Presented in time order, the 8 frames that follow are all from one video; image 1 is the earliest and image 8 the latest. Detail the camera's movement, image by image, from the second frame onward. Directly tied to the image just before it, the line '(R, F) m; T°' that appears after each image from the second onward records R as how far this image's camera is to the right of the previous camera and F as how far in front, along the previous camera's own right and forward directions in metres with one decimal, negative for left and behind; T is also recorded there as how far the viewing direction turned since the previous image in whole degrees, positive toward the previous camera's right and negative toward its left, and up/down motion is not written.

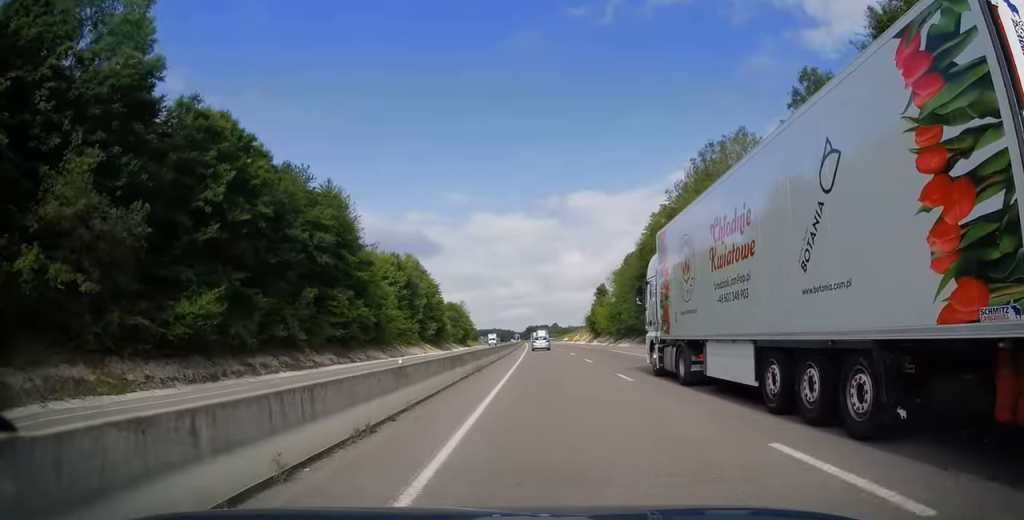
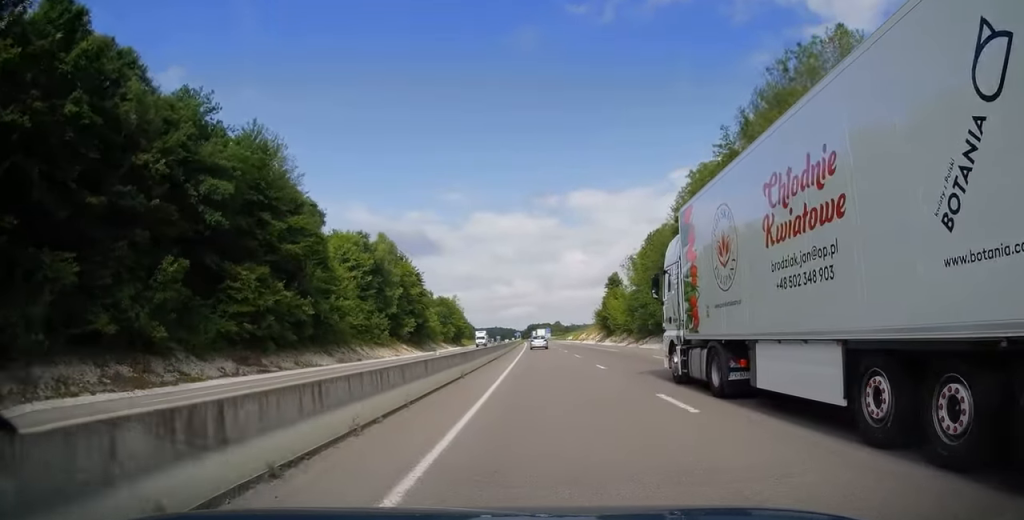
(0.0, +20.2) m; 0°
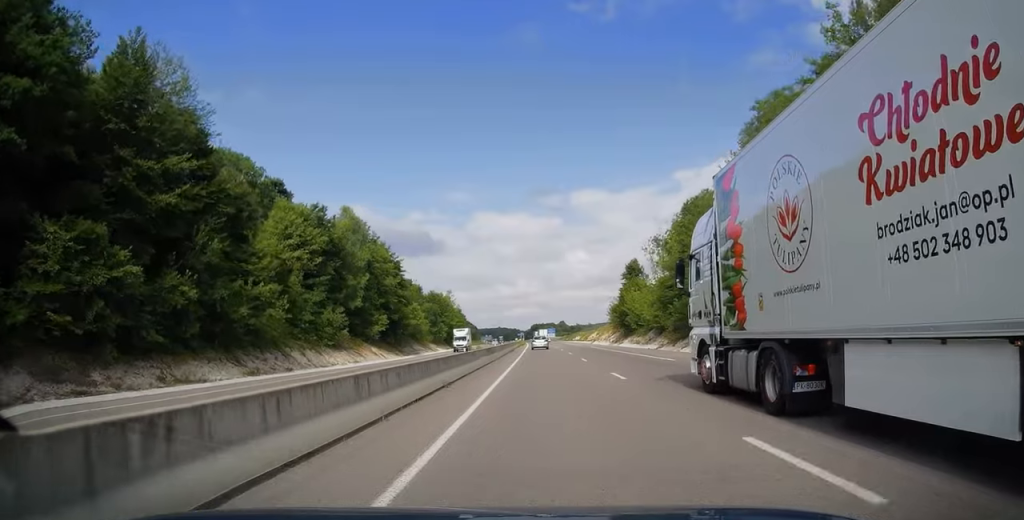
(-0.3, +18.7) m; 0°
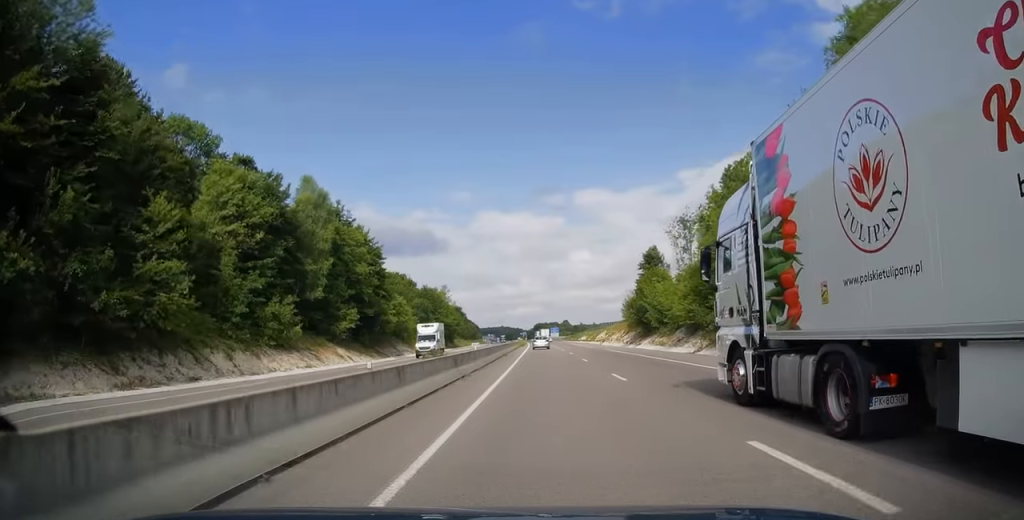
(0.0, +13.3) m; 0°
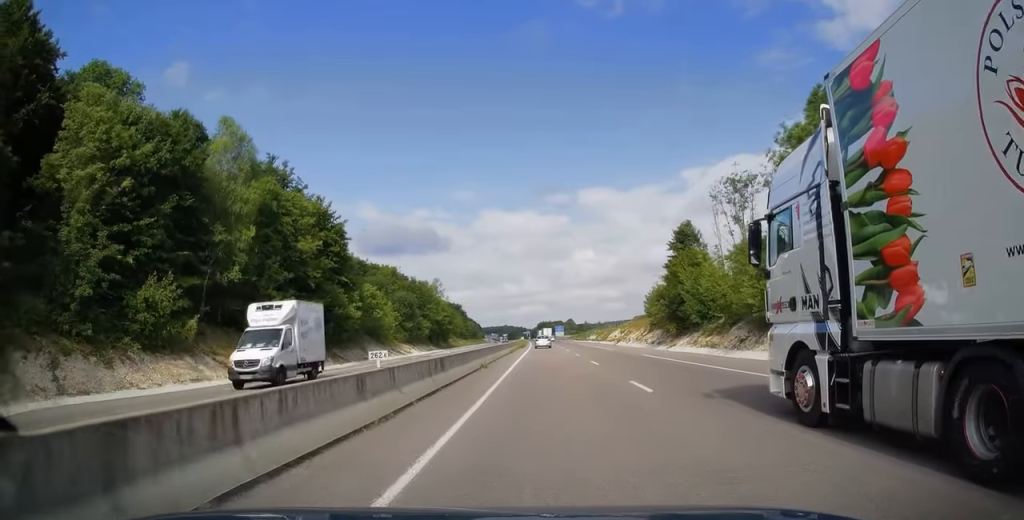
(+0.3, +16.7) m; 0°
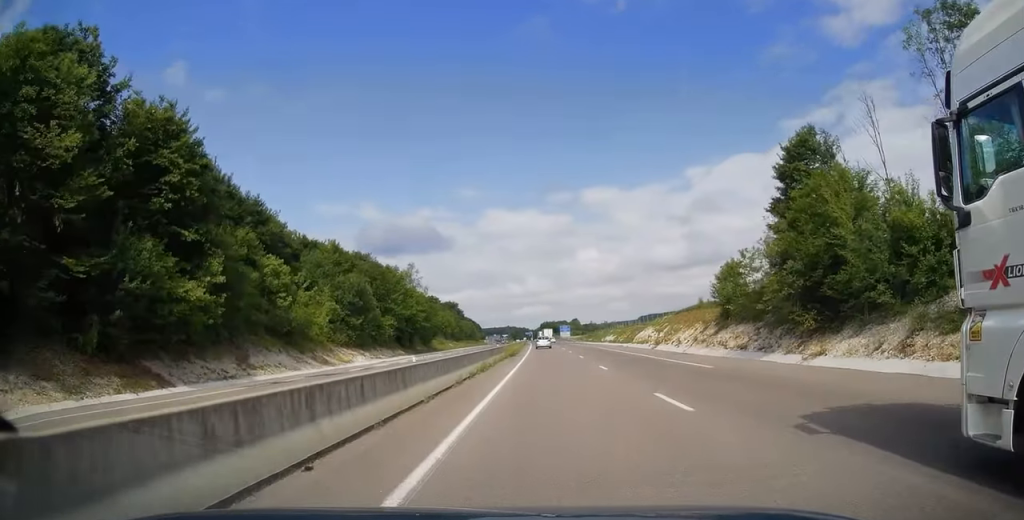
(-0.3, +29.5) m; -1°
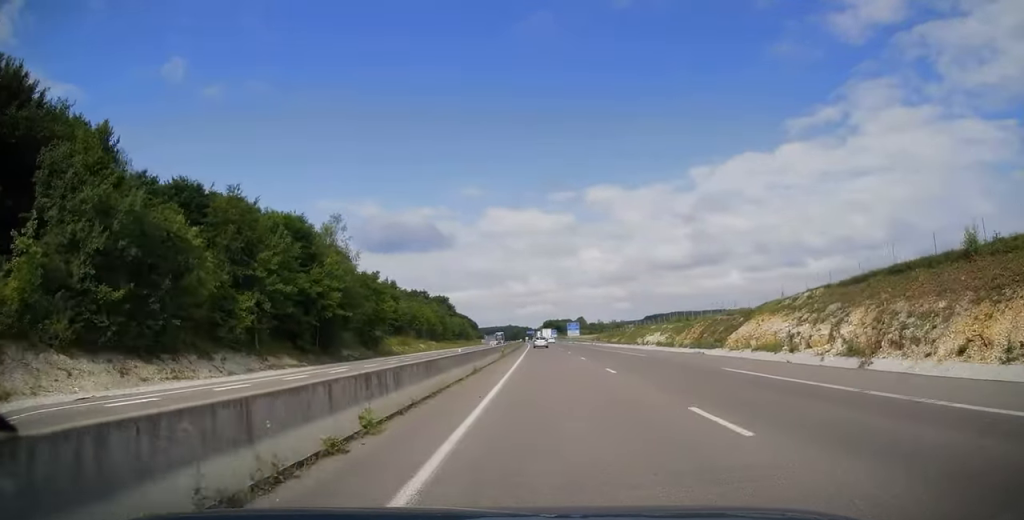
(-0.1, +42.3) m; 0°
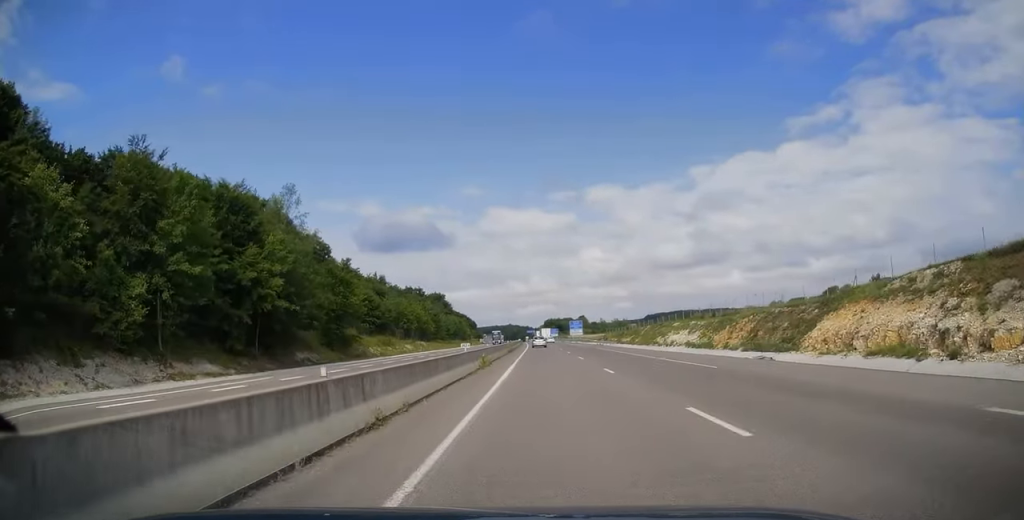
(0.0, +13.3) m; 0°
